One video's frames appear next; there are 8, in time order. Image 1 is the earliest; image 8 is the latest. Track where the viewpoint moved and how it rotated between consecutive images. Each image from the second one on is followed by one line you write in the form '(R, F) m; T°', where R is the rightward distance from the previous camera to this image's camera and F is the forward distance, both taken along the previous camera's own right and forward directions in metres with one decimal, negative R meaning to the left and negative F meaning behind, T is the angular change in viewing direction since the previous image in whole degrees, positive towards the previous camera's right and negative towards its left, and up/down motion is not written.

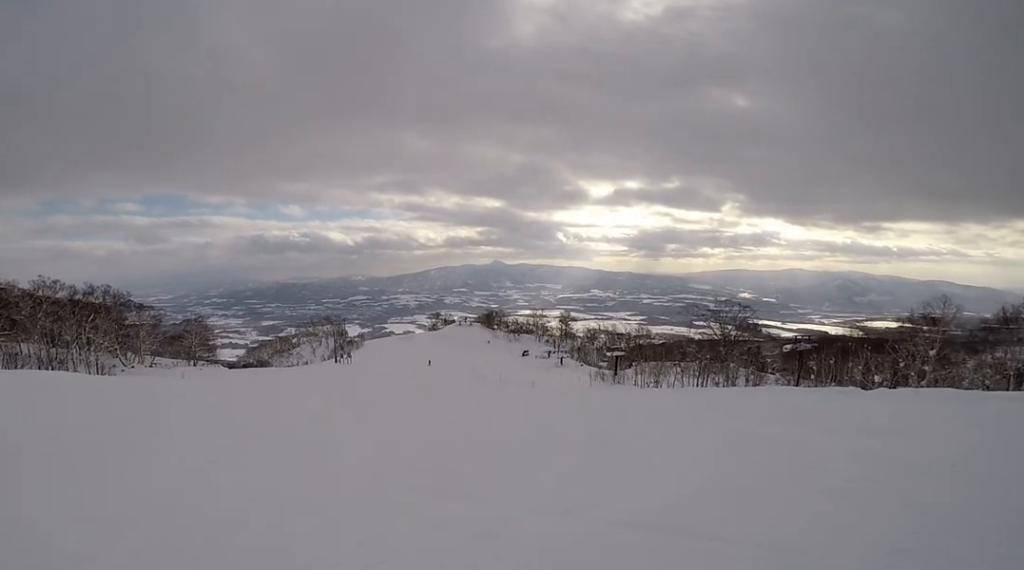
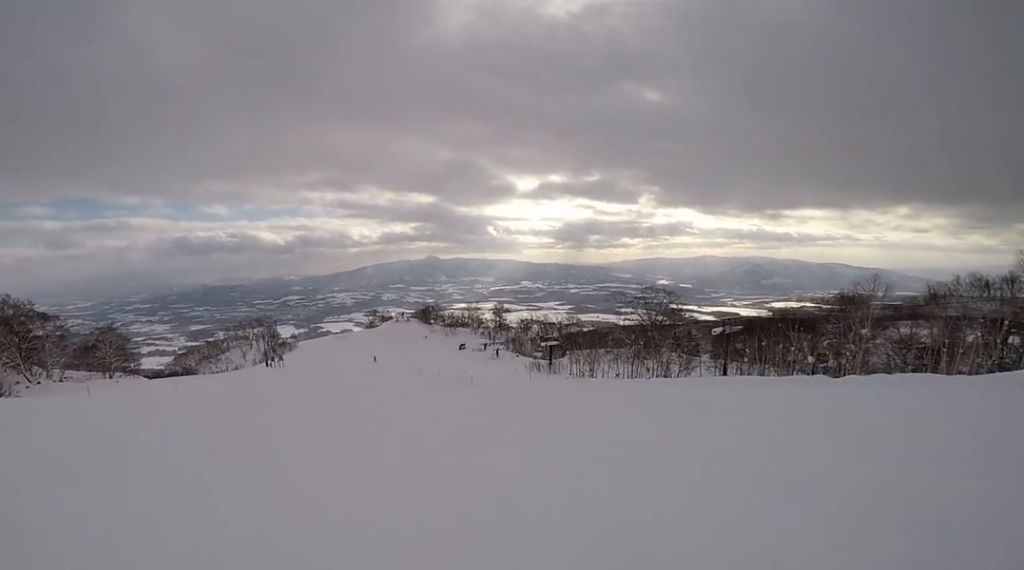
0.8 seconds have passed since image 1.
(+0.1, +3.2) m; +1°
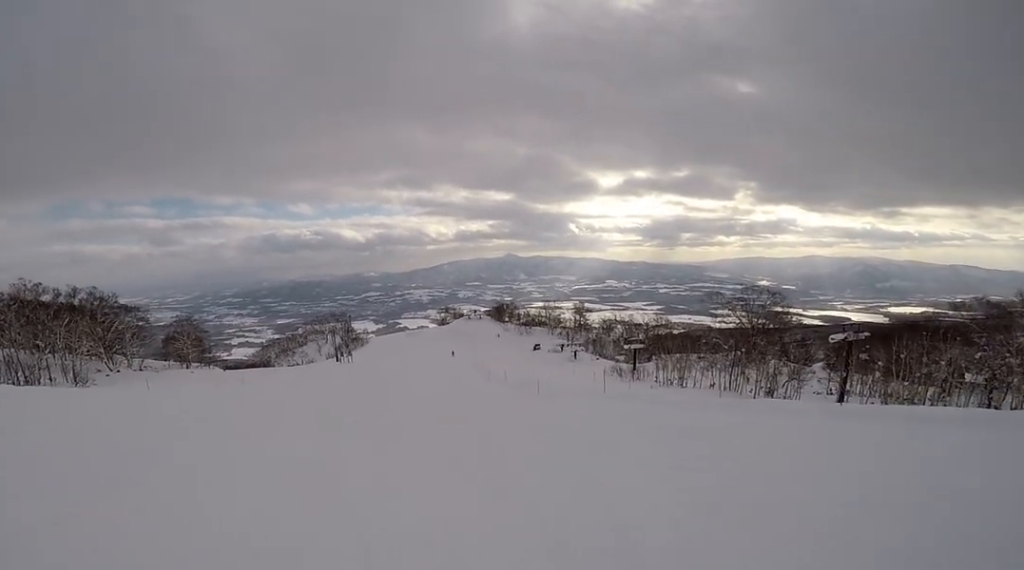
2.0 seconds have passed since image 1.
(-0.1, +4.9) m; -7°
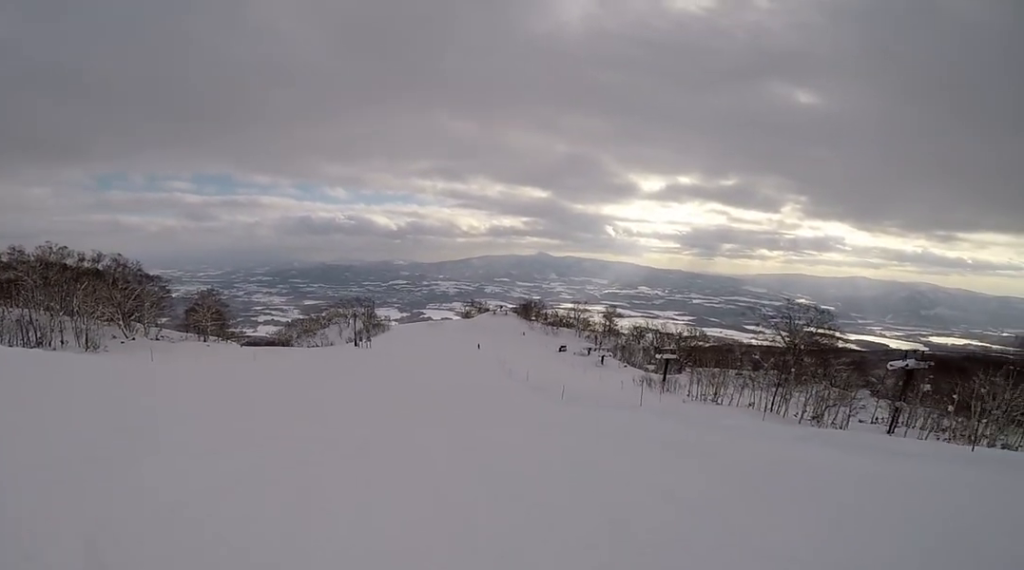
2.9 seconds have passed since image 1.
(-0.2, +2.9) m; -8°
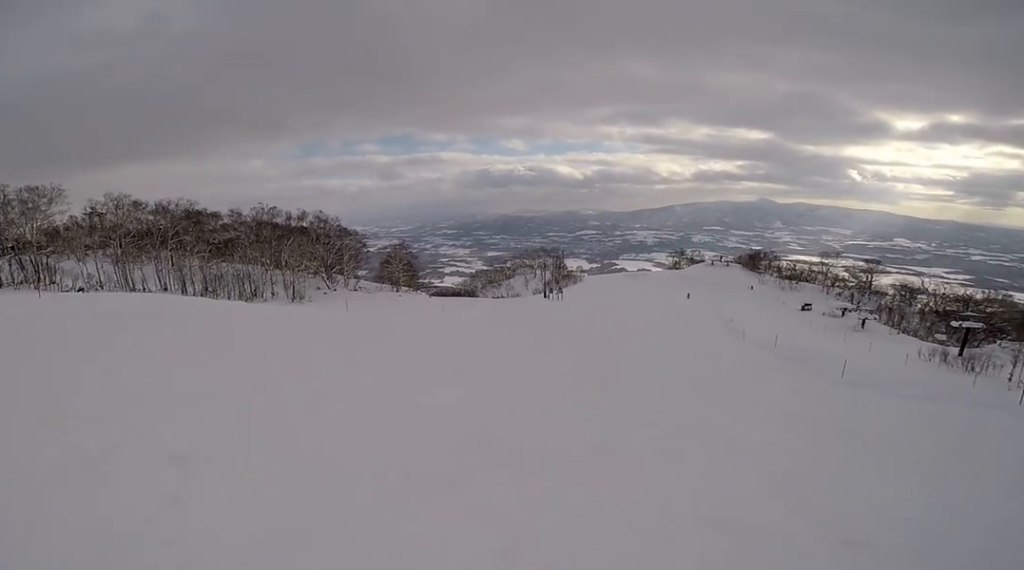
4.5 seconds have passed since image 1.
(-0.6, +5.6) m; -8°
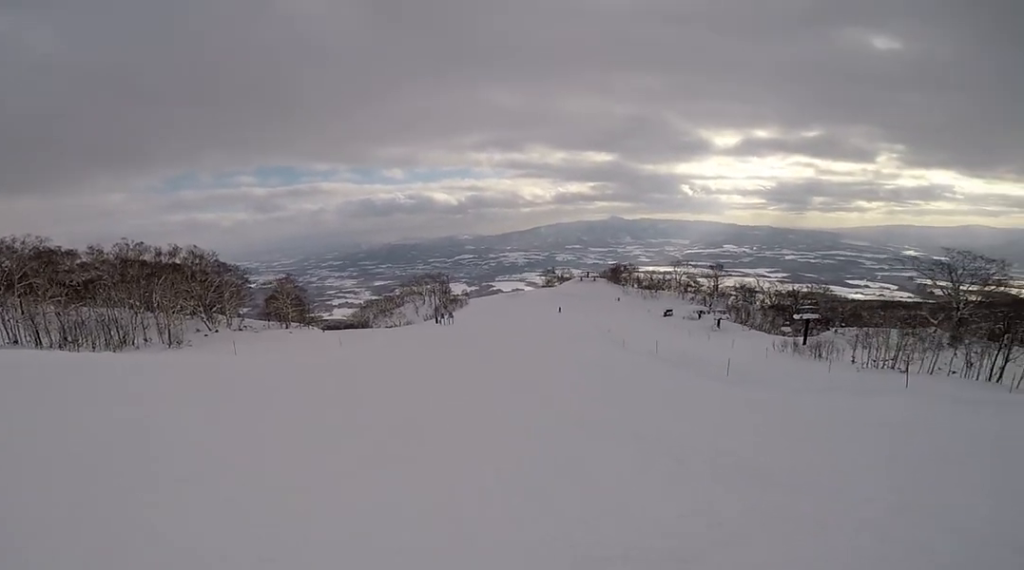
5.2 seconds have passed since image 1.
(0.0, +2.7) m; +4°
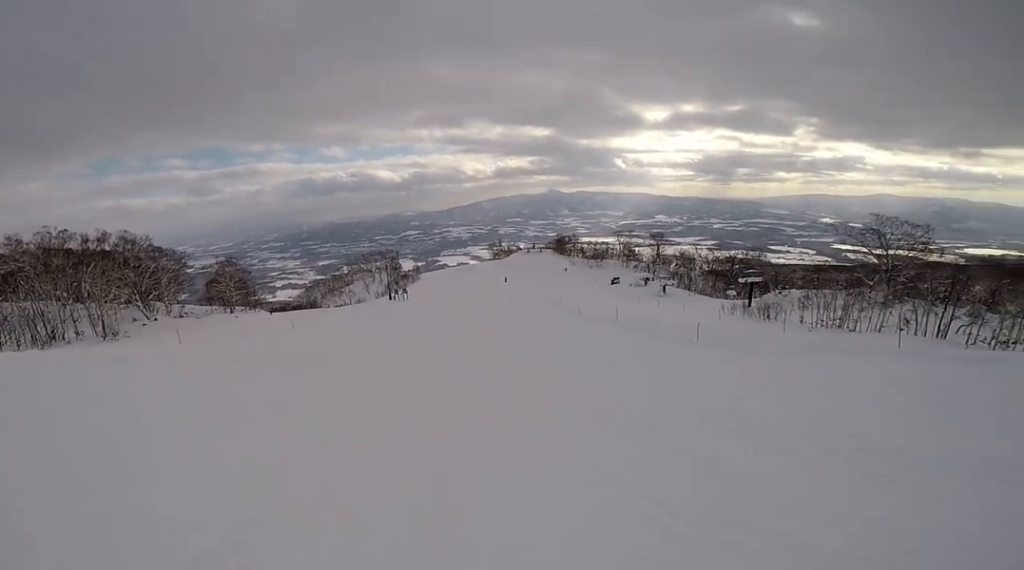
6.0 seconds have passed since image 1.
(+0.1, +2.7) m; +10°
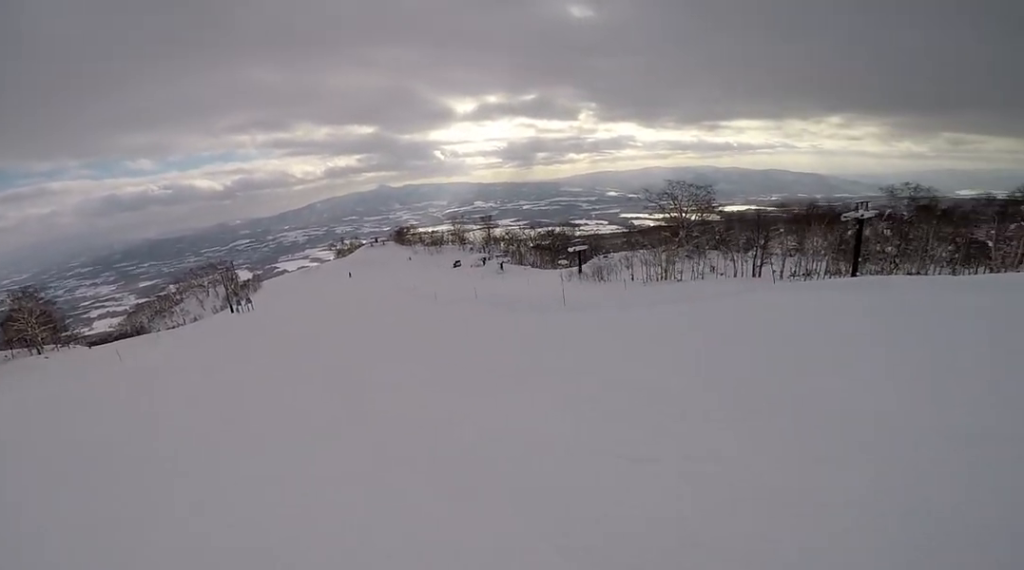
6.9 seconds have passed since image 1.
(+0.4, +3.1) m; +17°
